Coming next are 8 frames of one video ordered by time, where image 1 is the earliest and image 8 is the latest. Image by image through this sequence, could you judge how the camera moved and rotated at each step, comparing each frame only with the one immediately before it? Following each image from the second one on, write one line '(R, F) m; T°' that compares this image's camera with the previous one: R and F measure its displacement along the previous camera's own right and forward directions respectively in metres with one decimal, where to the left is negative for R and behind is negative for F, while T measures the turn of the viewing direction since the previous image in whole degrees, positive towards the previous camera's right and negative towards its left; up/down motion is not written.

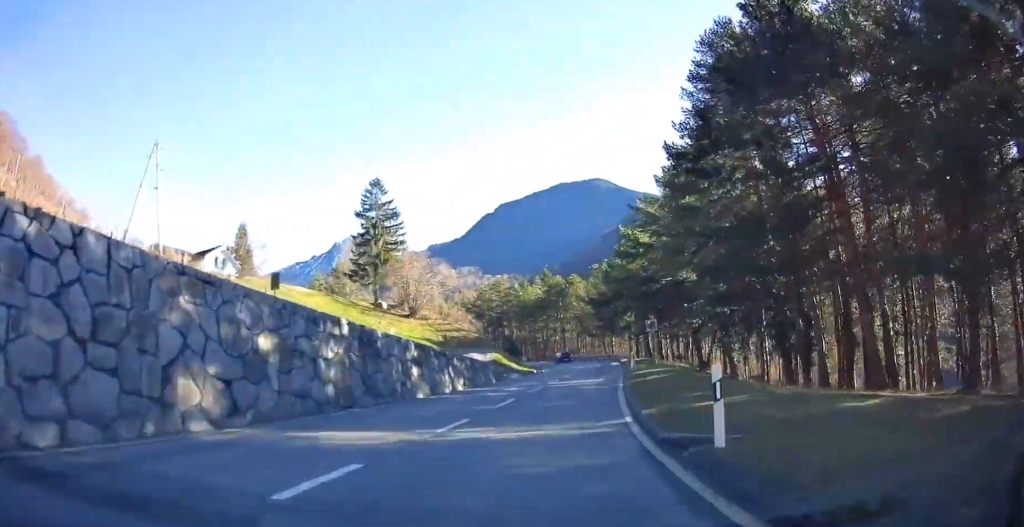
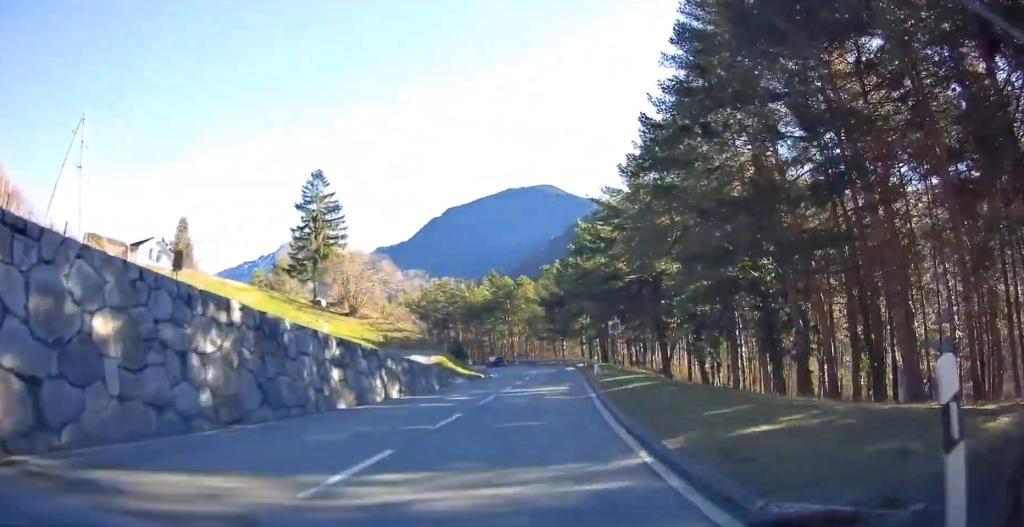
(+0.2, +4.3) m; +8°
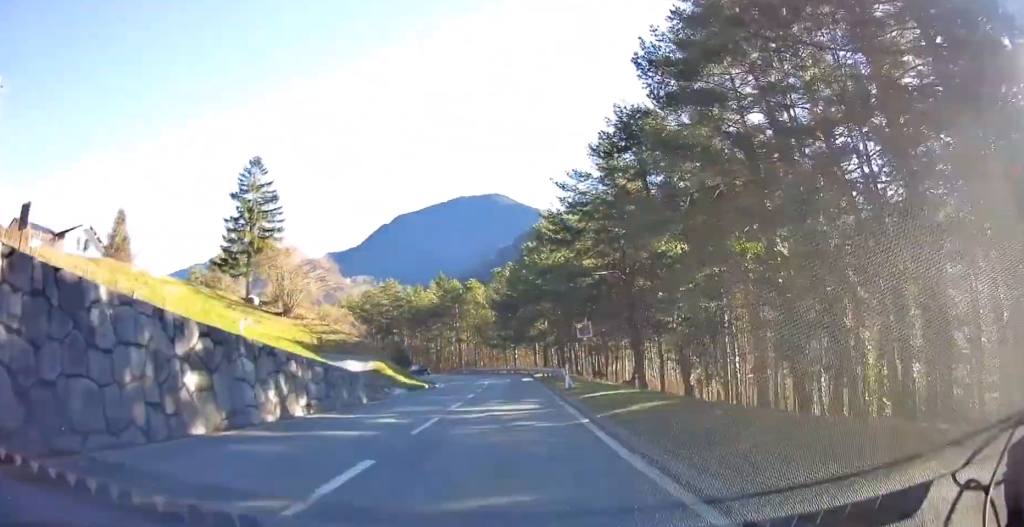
(+0.7, +6.5) m; +7°
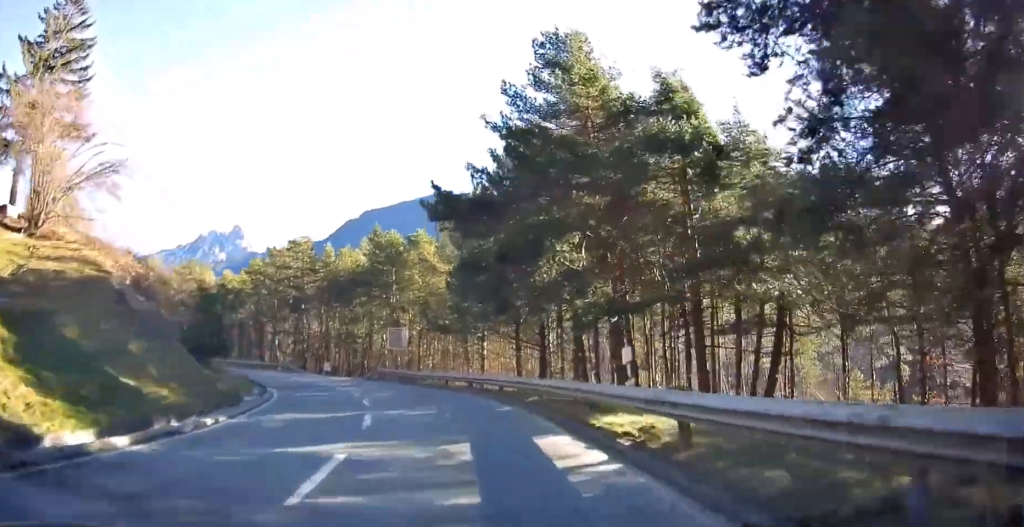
(+4.3, +35.2) m; +6°
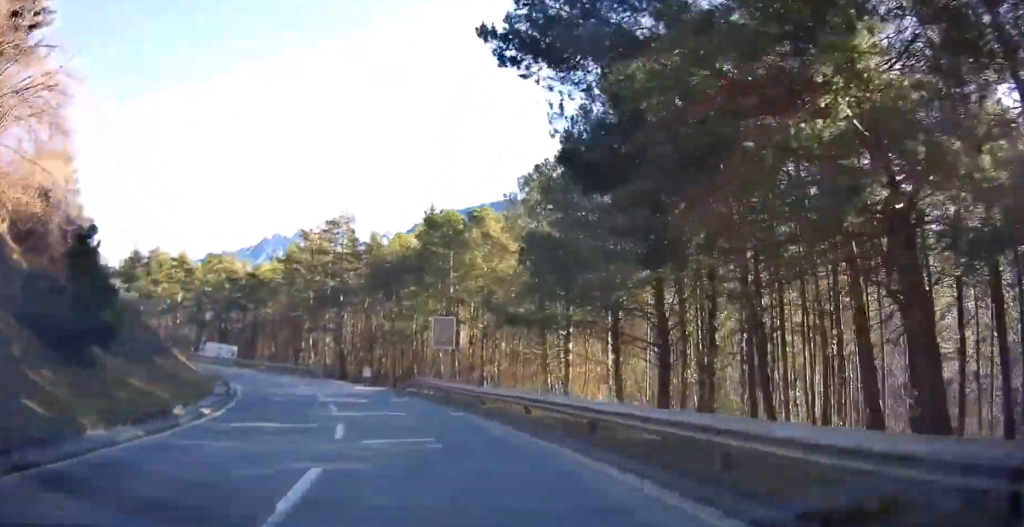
(-0.3, +13.1) m; -5°
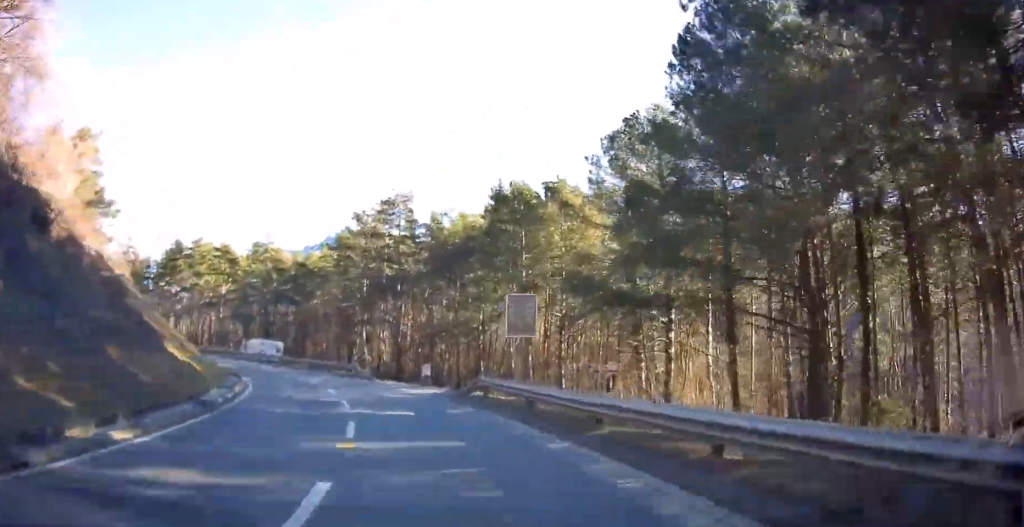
(-0.2, +7.3) m; -5°
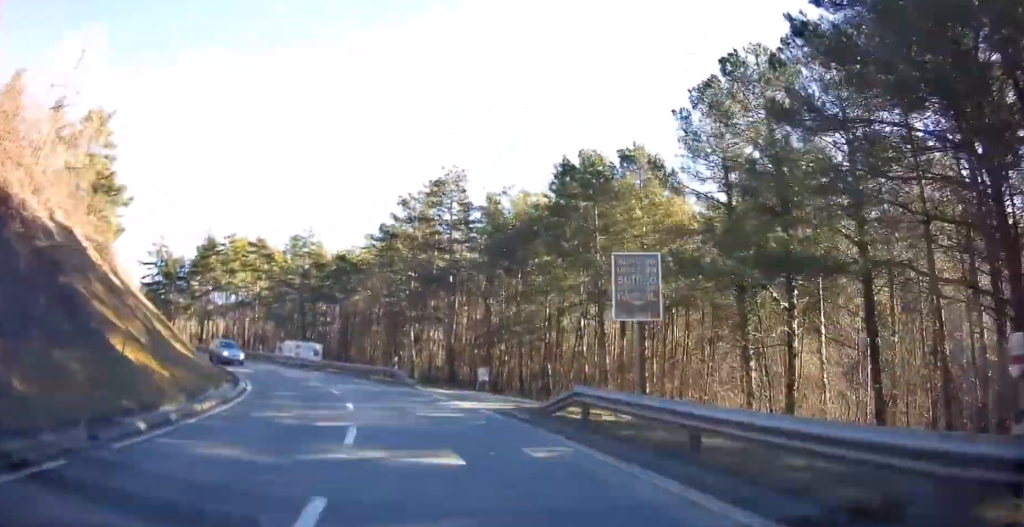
(-0.4, +6.8) m; -4°
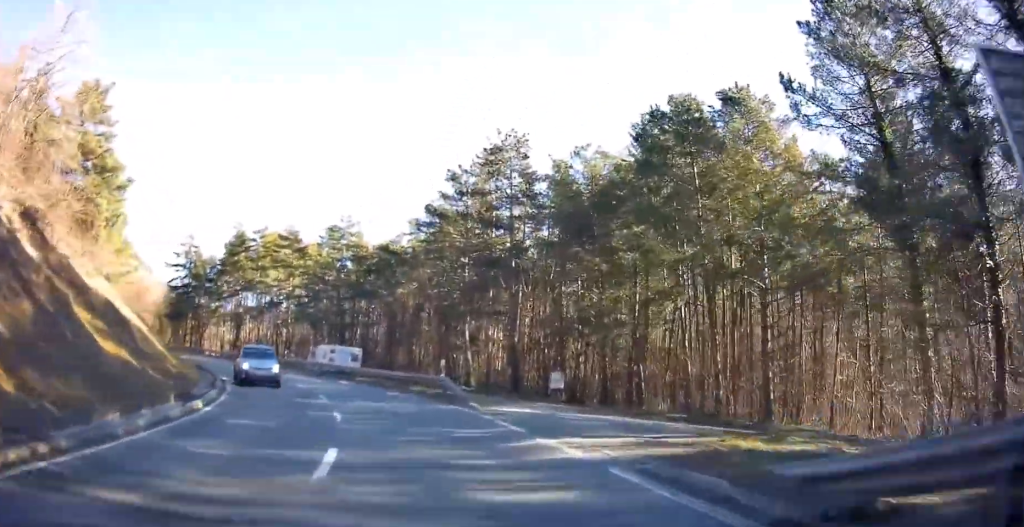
(-0.3, +8.9) m; -6°
